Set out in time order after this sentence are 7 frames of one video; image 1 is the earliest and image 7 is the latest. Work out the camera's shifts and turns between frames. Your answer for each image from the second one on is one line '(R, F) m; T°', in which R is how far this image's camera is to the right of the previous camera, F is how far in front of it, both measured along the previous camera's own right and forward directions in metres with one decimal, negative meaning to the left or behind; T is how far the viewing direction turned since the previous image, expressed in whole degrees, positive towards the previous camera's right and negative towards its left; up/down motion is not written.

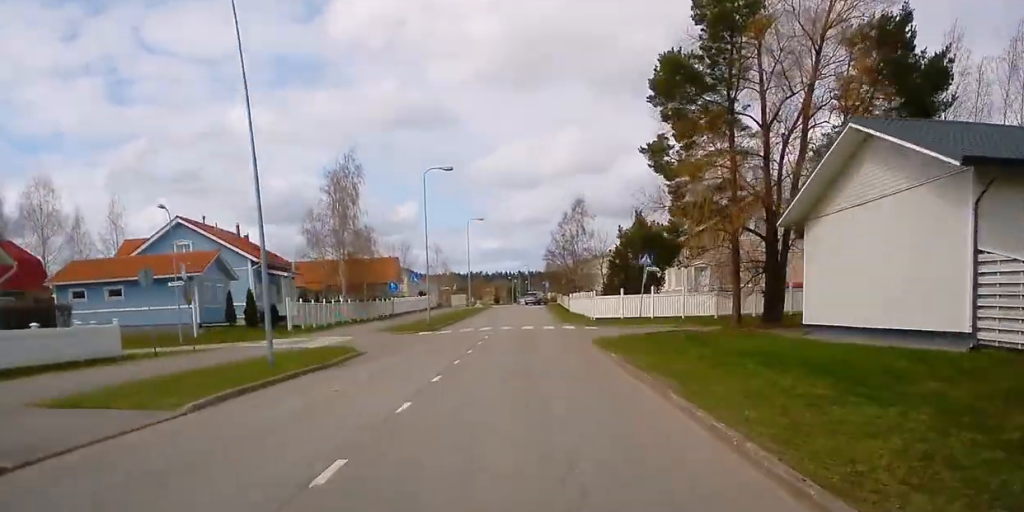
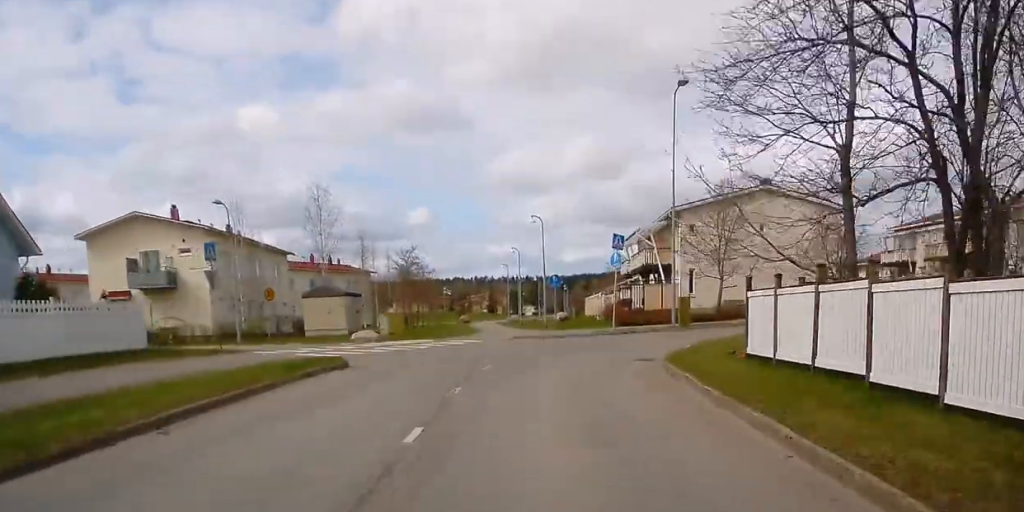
(-1.2, +84.9) m; +9°
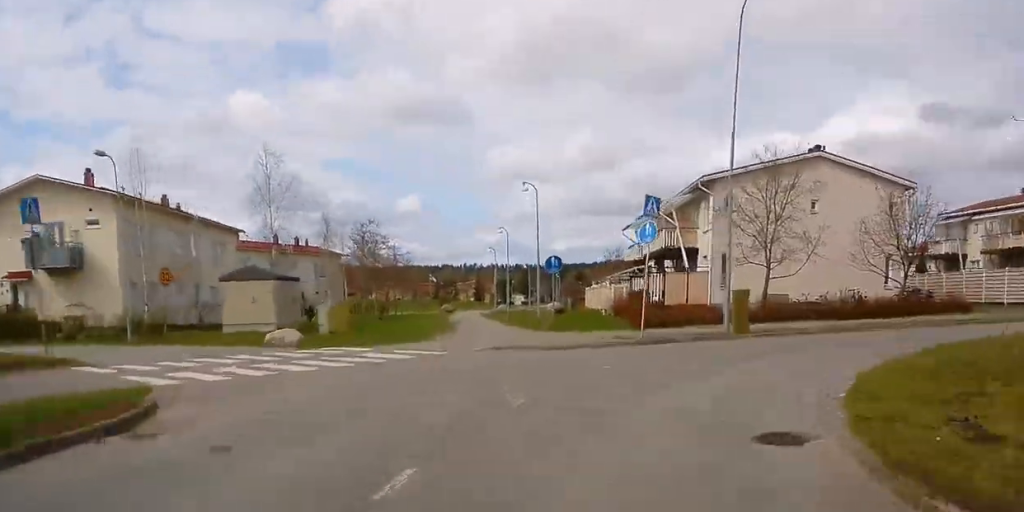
(-0.6, +9.6) m; +5°
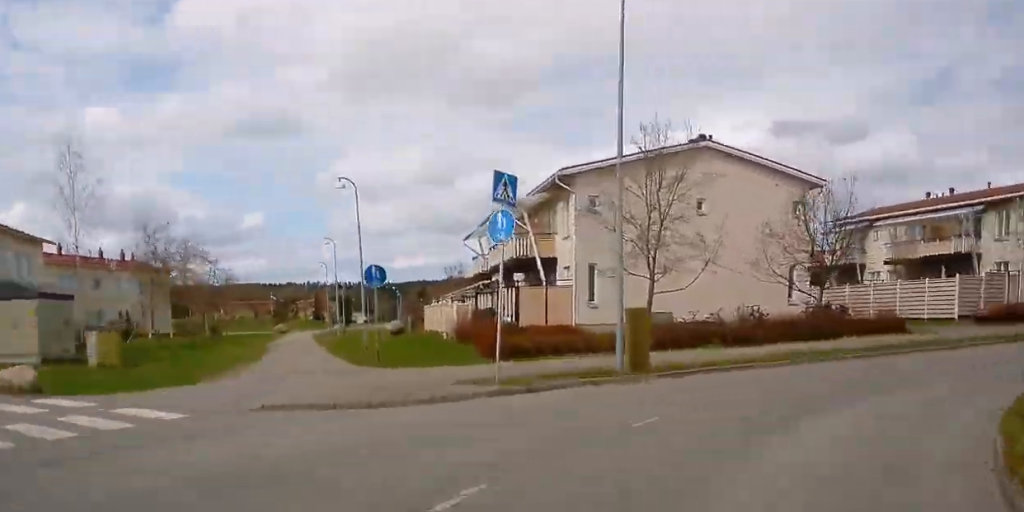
(+0.1, +7.7) m; +13°
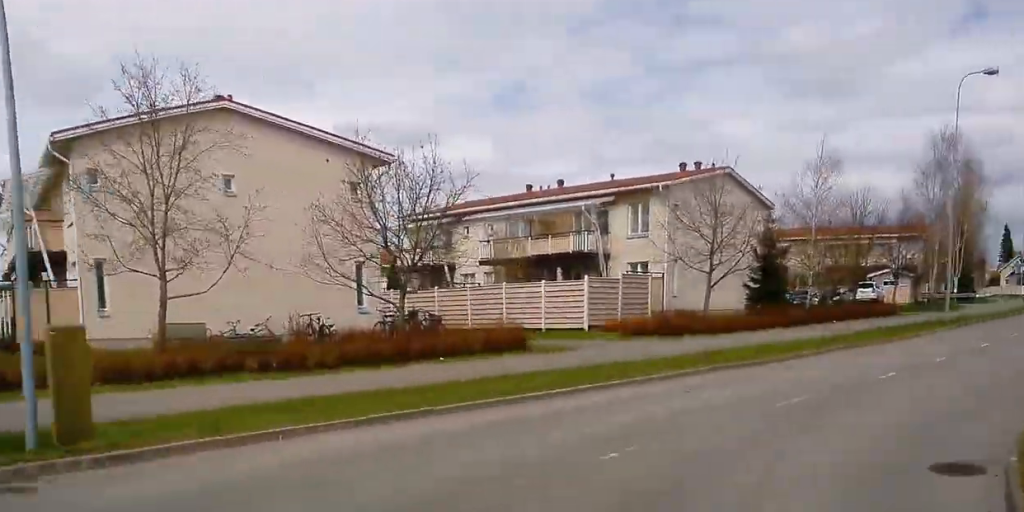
(+0.2, +9.4) m; +31°
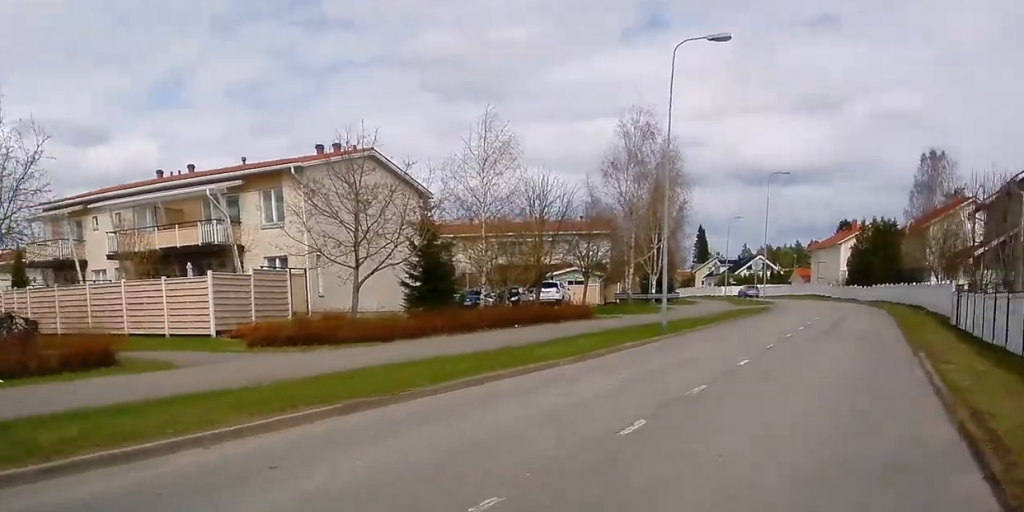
(+2.4, +4.6) m; +11°
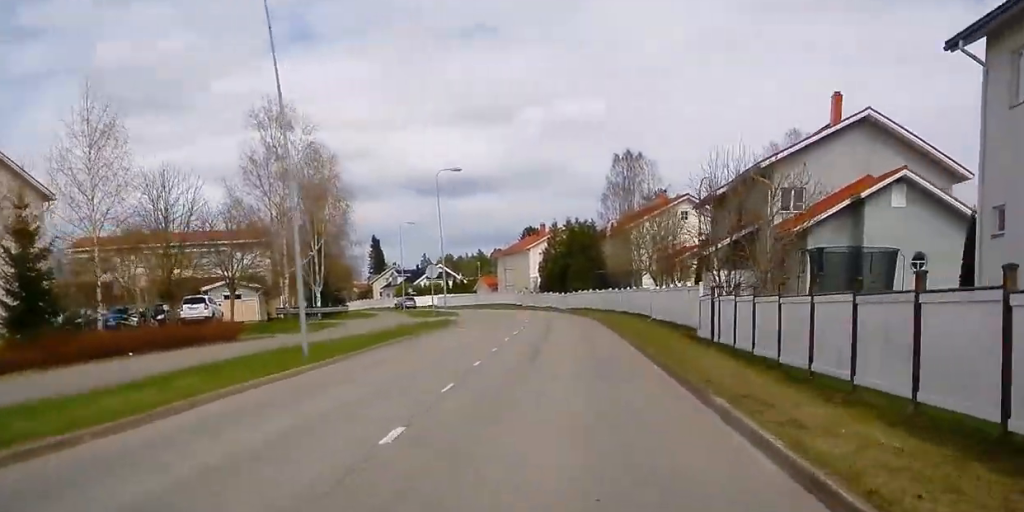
(+3.7, +5.8) m; +9°
